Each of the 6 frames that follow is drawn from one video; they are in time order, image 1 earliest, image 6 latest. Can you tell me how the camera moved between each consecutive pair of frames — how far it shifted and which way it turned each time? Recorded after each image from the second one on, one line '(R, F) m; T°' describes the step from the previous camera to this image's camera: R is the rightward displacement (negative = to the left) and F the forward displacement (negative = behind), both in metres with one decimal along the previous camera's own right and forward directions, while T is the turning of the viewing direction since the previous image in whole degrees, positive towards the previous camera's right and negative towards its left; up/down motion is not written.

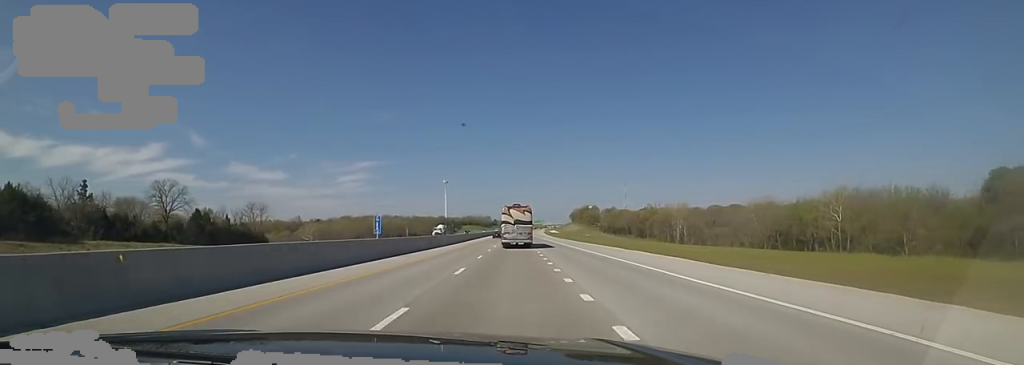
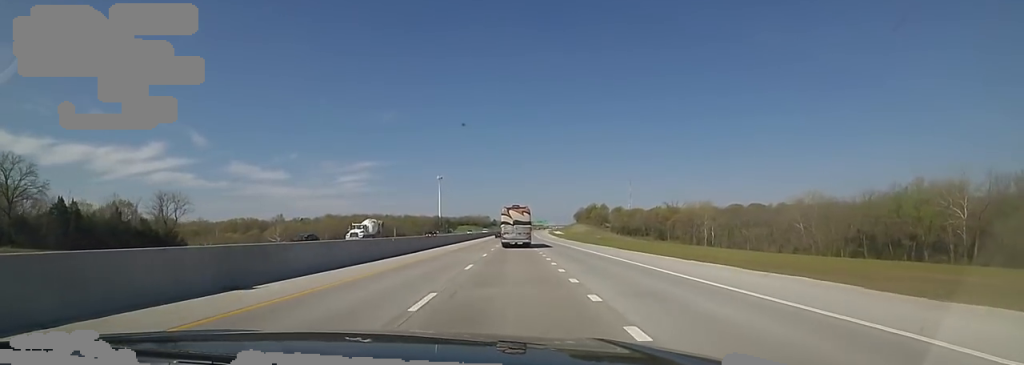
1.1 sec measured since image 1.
(-0.4, +35.2) m; +1°
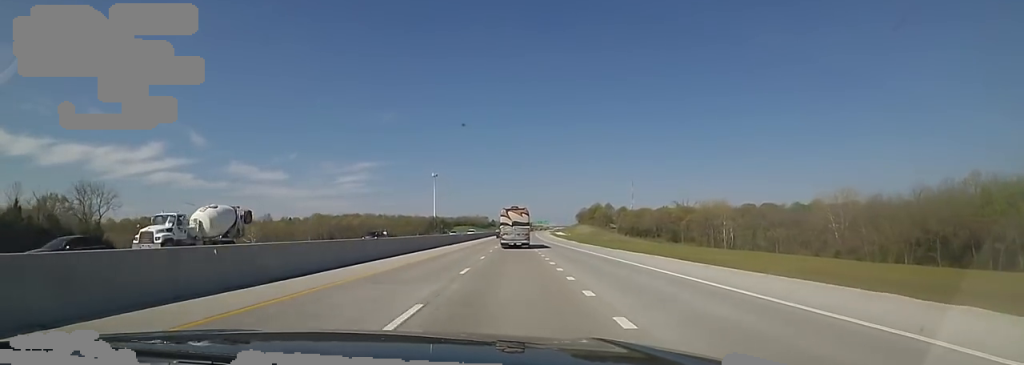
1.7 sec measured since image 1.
(+0.5, +20.0) m; 0°
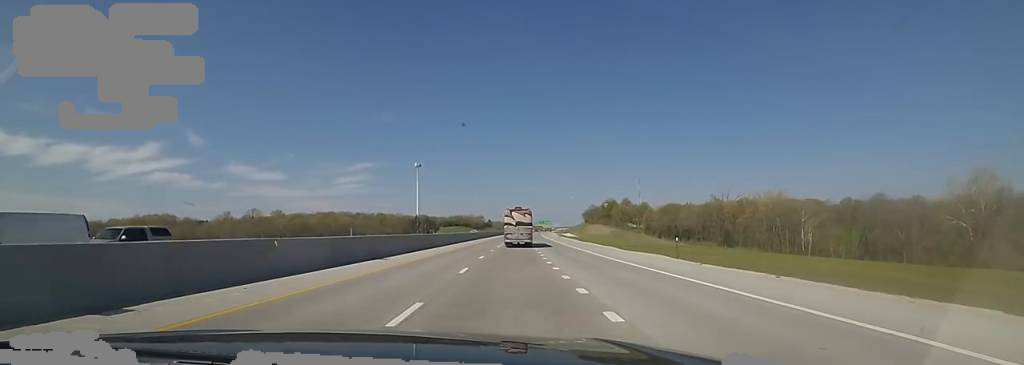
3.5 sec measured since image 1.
(-0.6, +57.3) m; -1°
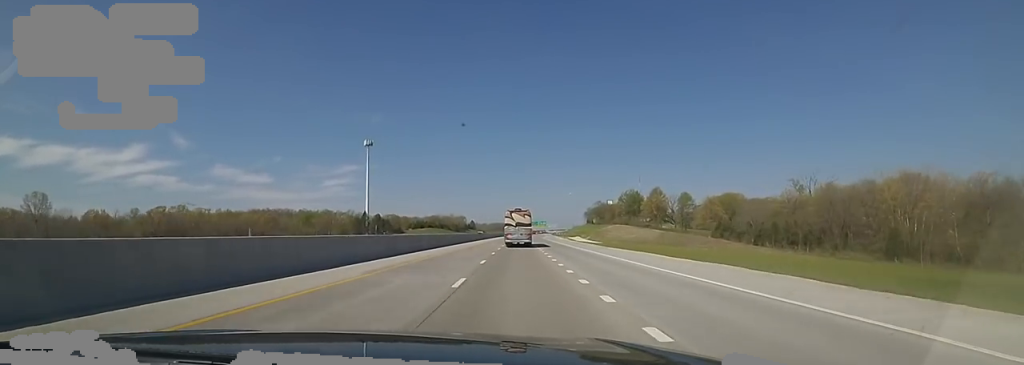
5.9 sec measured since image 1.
(+0.8, +84.2) m; +2°
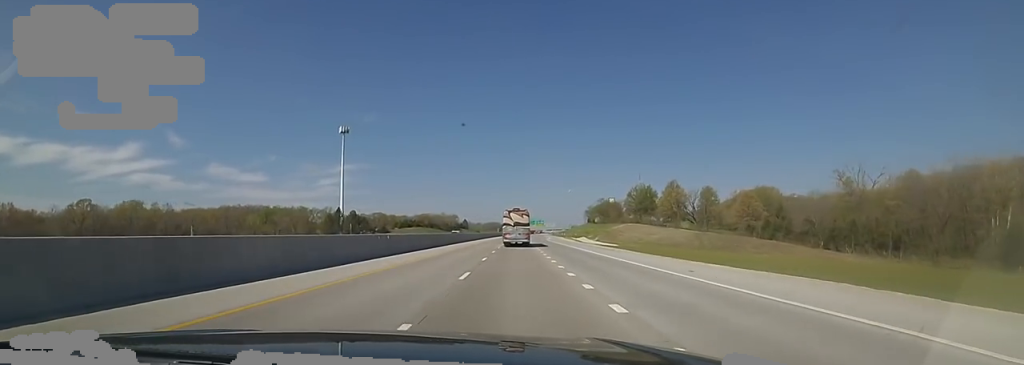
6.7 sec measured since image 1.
(+0.7, +26.7) m; +1°
